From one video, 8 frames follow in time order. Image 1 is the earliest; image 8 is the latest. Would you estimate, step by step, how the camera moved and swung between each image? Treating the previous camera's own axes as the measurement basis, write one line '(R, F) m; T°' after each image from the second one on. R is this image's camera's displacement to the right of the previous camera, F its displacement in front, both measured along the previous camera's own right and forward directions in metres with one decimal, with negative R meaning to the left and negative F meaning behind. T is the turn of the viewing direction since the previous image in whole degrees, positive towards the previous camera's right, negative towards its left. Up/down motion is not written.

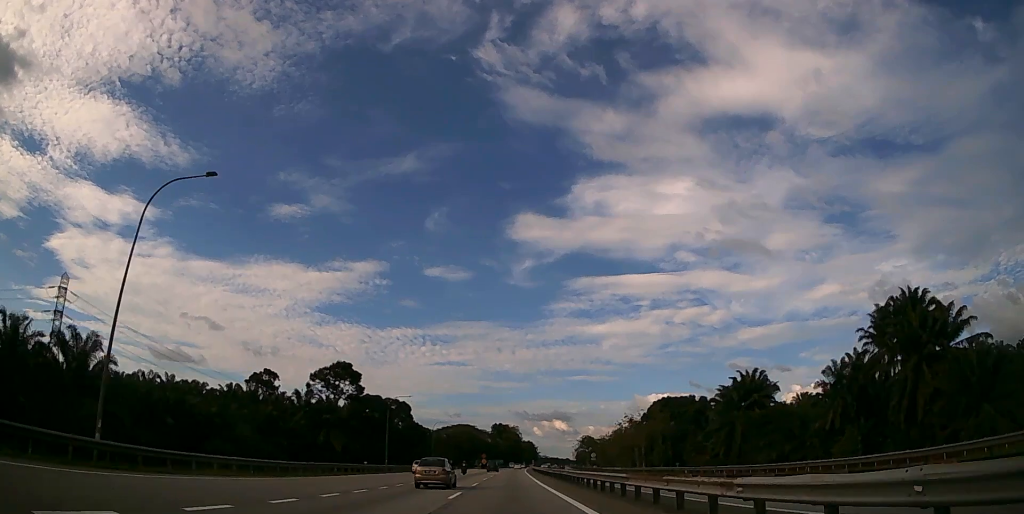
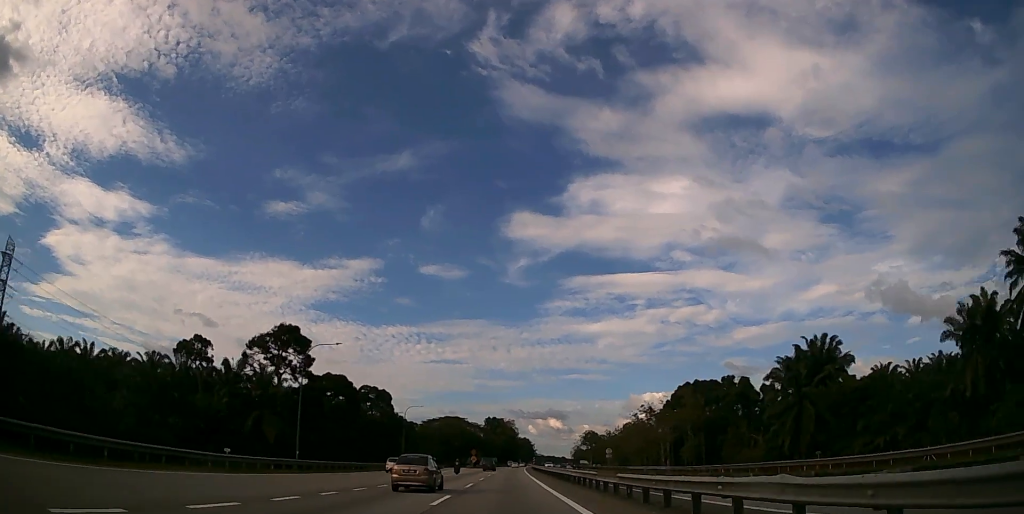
(+0.2, +27.5) m; +1°
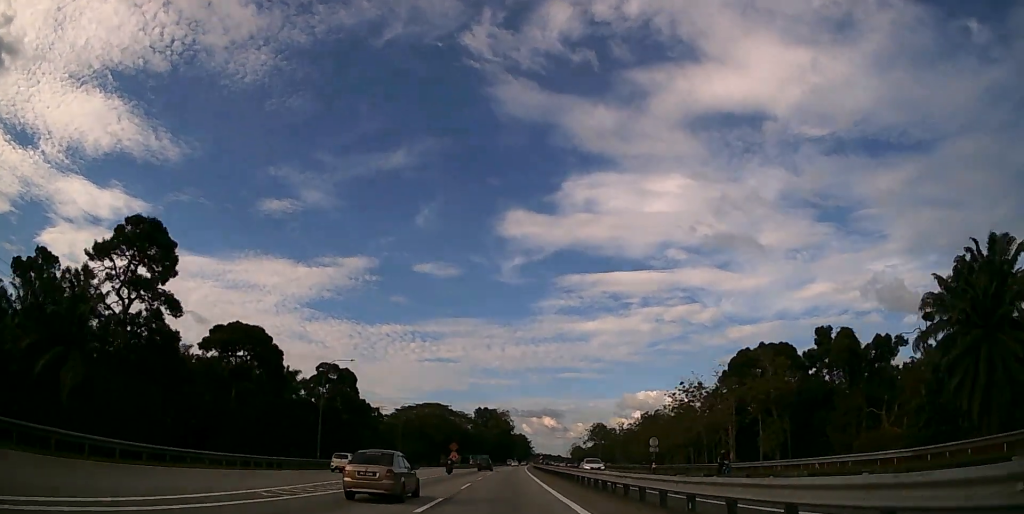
(+0.2, +38.2) m; +1°
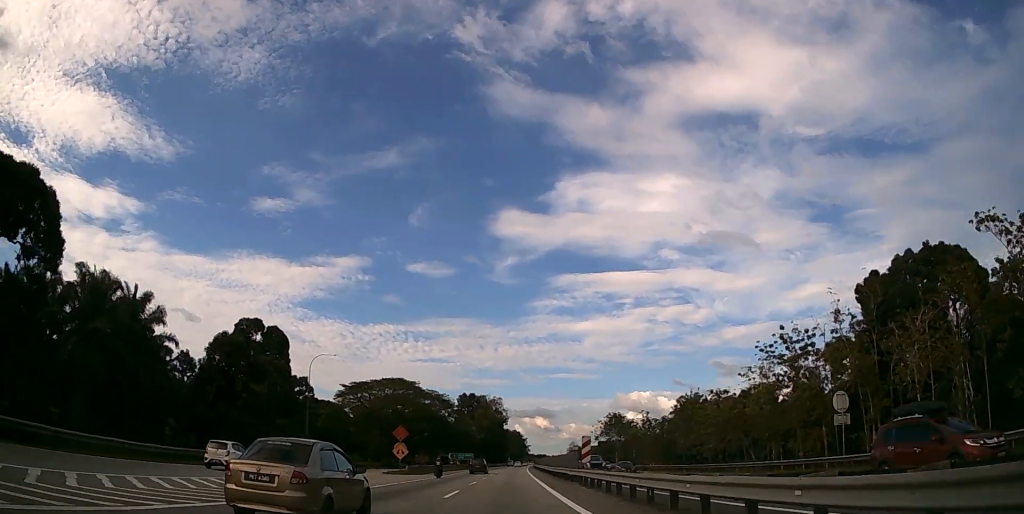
(+0.3, +45.3) m; +1°
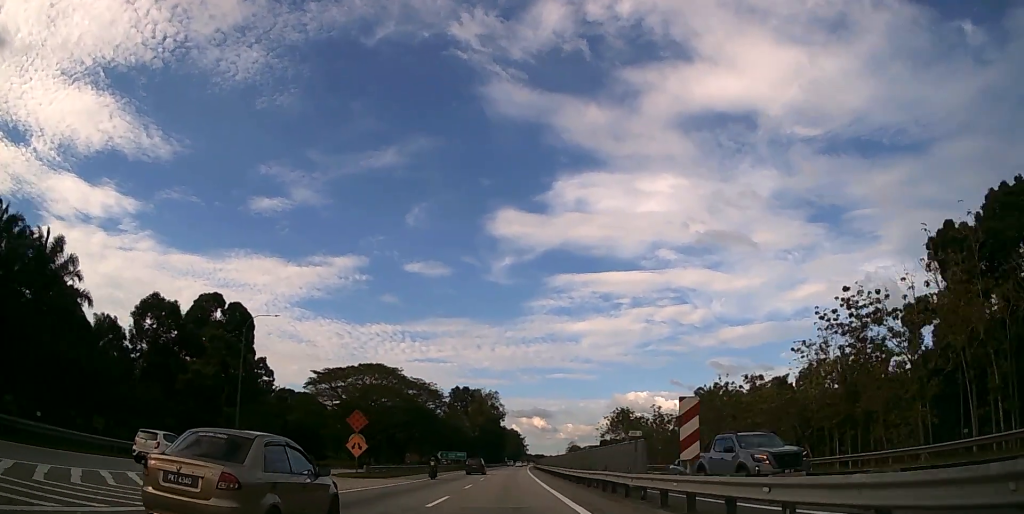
(0.0, +15.4) m; 0°
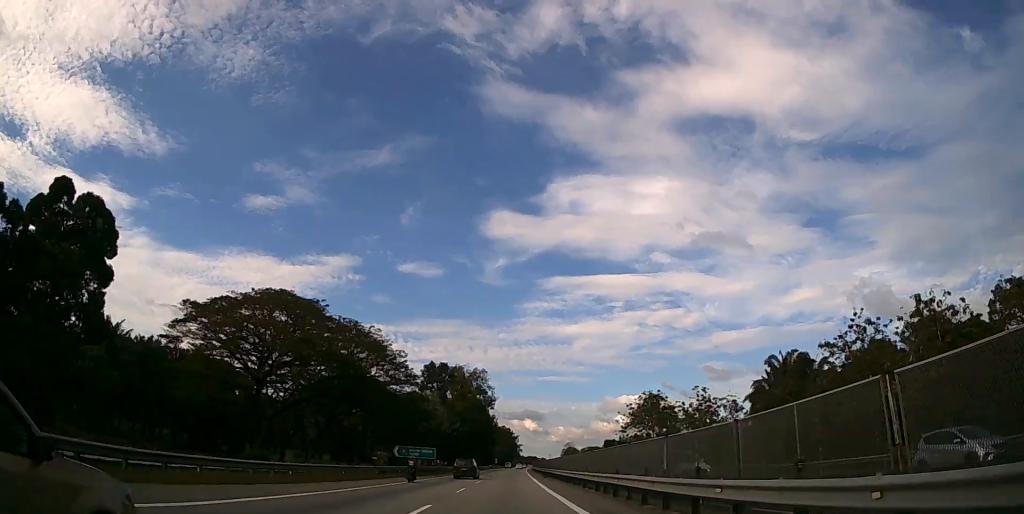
(+0.2, +38.7) m; +1°
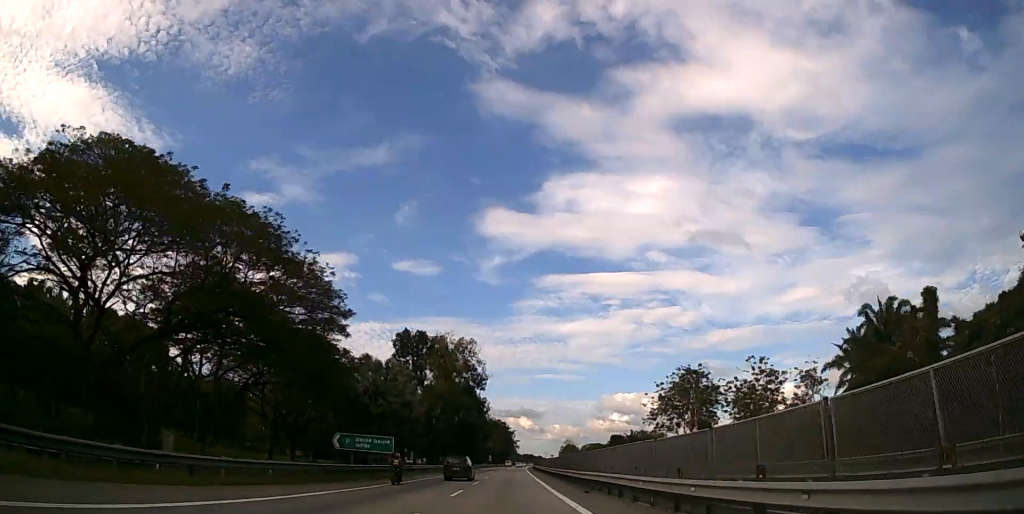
(+0.2, +26.8) m; +1°
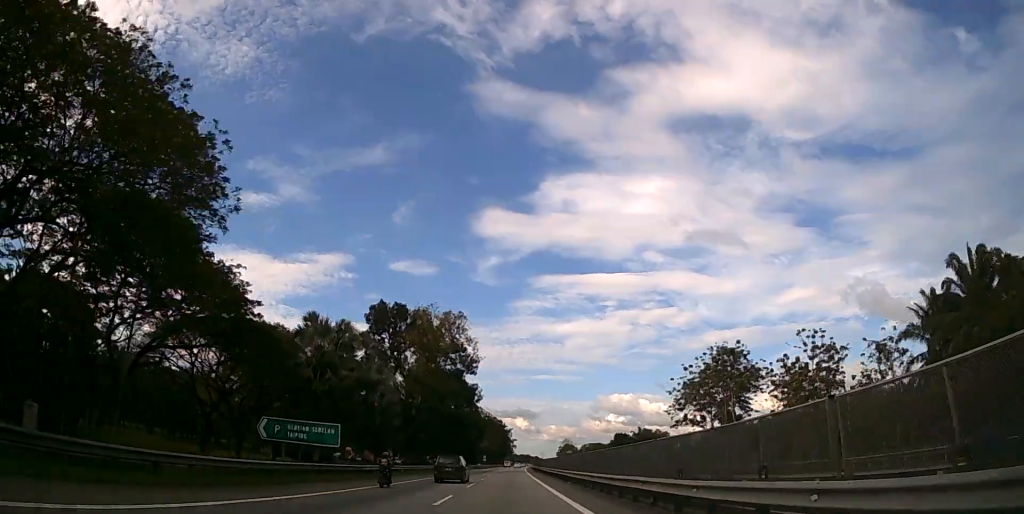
(0.0, +16.3) m; 0°
